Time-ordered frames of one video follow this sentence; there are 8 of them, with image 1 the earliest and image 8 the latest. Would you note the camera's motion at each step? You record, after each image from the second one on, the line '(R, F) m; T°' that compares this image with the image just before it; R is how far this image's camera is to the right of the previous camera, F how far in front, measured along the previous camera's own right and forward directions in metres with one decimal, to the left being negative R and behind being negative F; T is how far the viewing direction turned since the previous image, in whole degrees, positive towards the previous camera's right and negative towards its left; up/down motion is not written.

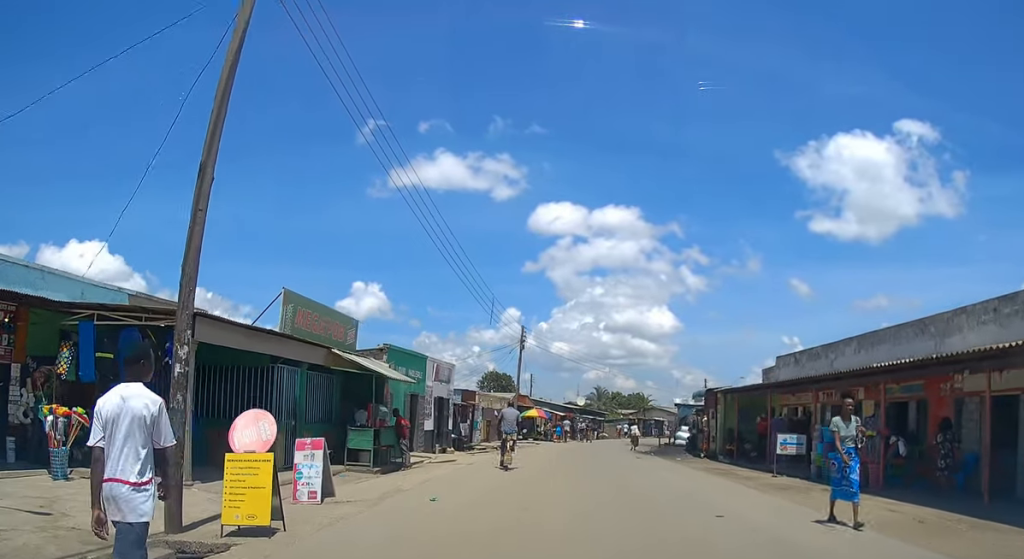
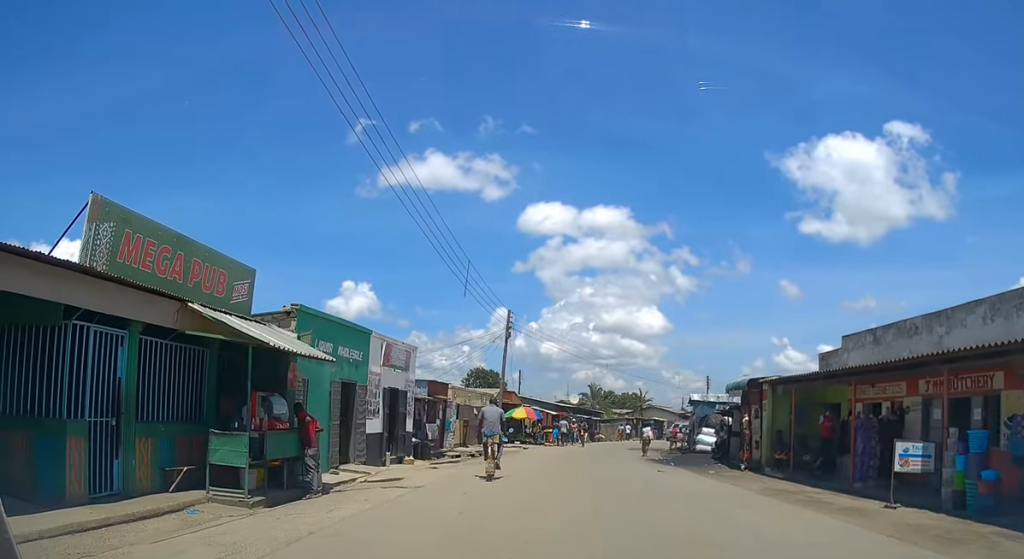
(0.0, +7.1) m; 0°
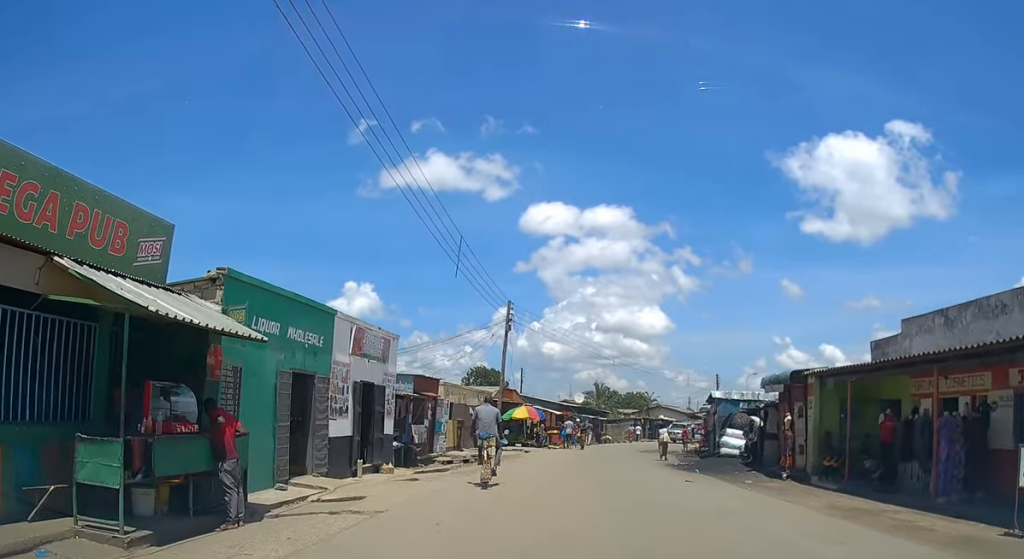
(0.0, +3.6) m; 0°
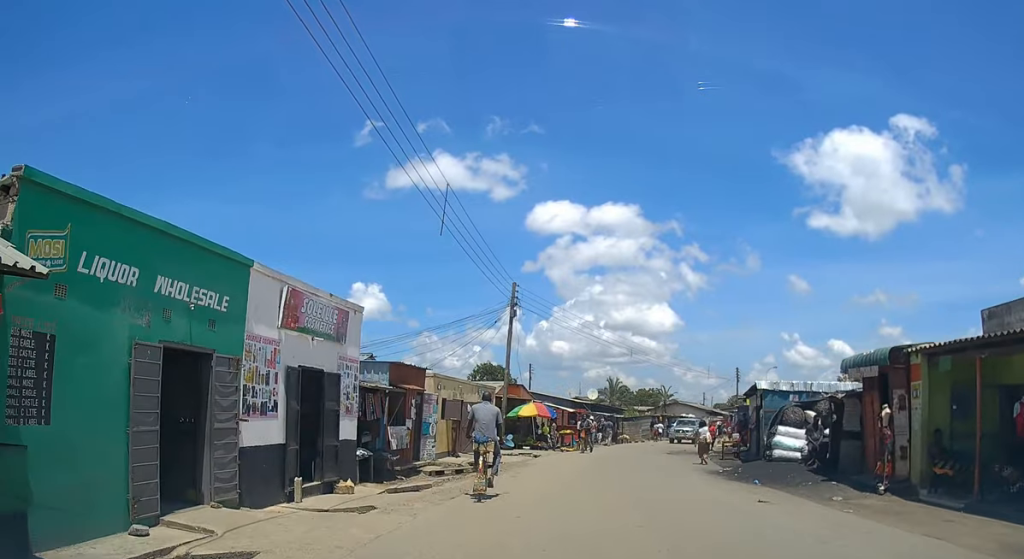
(0.0, +5.1) m; -1°
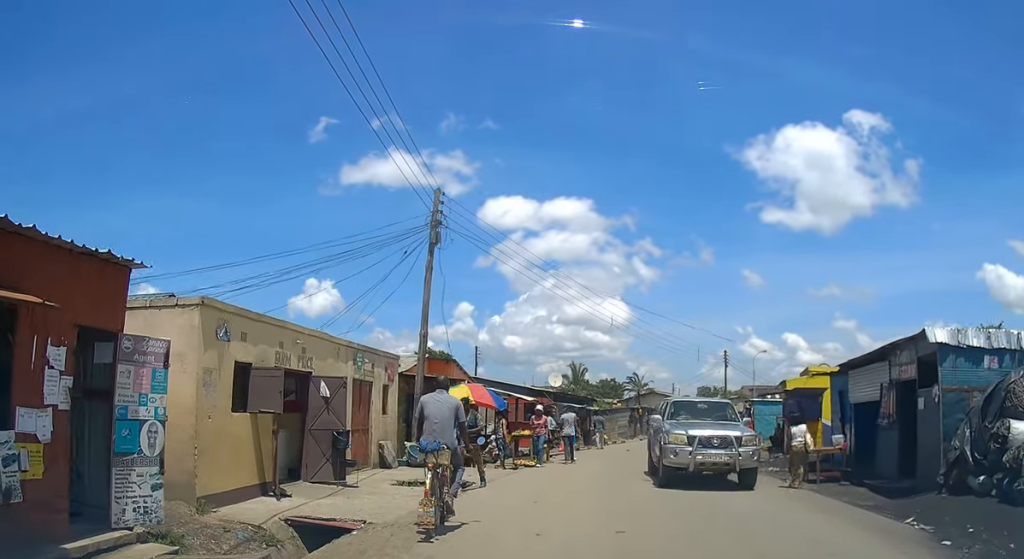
(0.0, +14.7) m; +2°
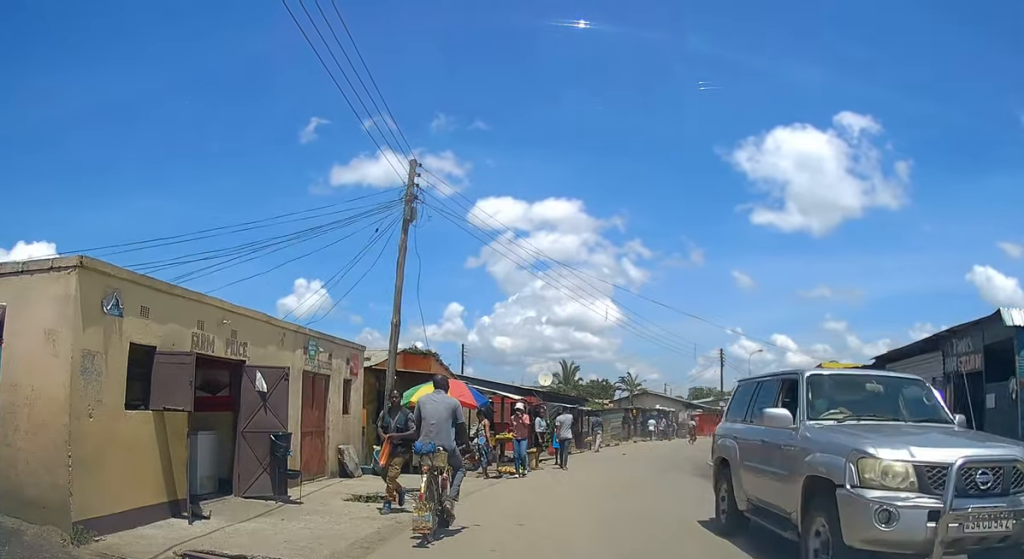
(0.0, +2.7) m; 0°
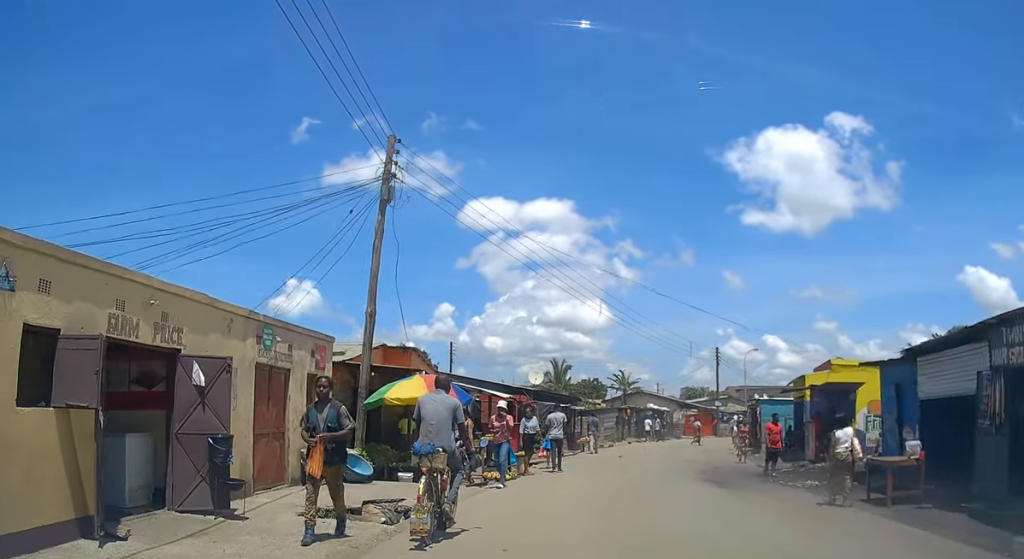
(0.0, +1.8) m; 0°
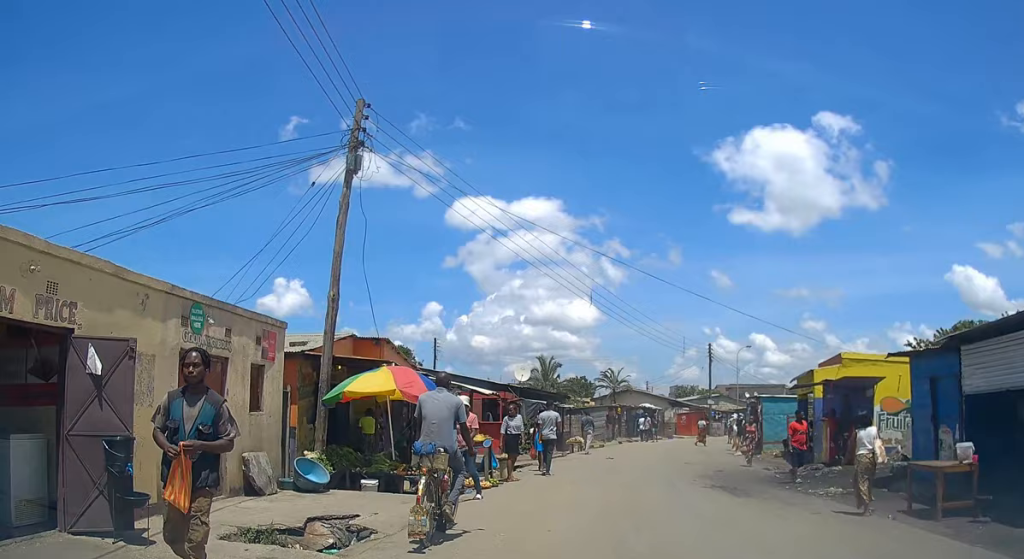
(0.0, +2.0) m; 0°
